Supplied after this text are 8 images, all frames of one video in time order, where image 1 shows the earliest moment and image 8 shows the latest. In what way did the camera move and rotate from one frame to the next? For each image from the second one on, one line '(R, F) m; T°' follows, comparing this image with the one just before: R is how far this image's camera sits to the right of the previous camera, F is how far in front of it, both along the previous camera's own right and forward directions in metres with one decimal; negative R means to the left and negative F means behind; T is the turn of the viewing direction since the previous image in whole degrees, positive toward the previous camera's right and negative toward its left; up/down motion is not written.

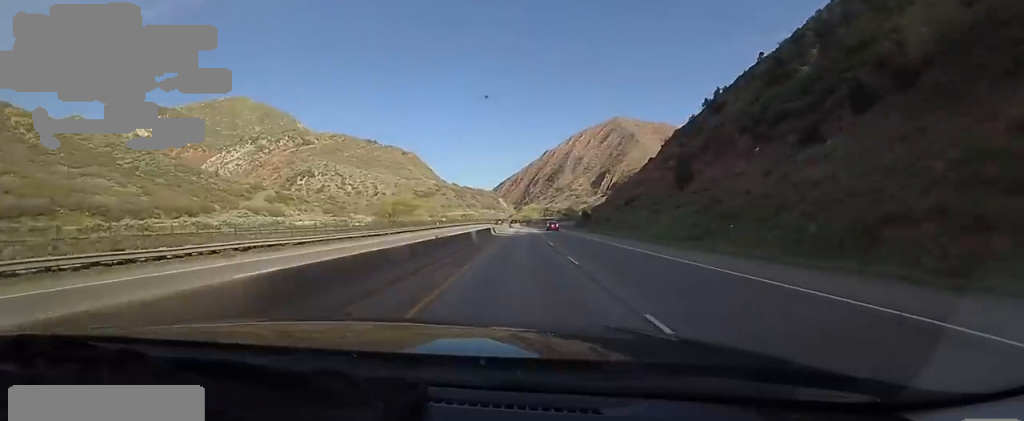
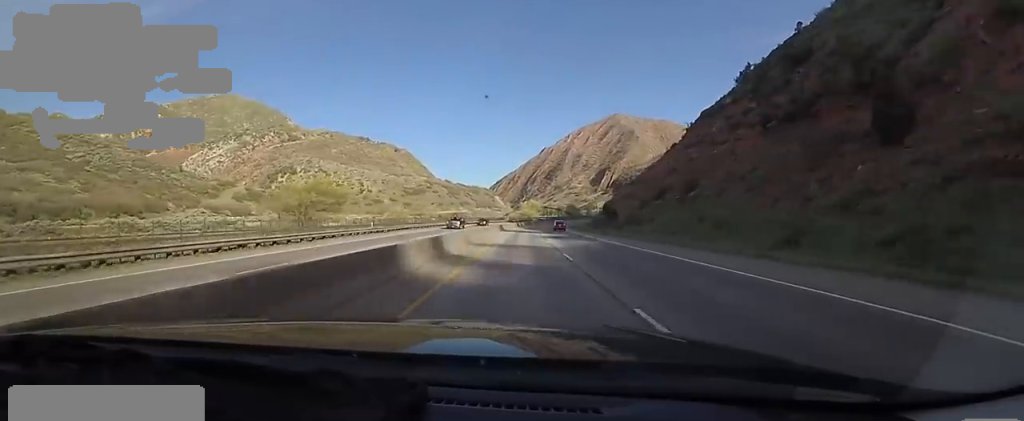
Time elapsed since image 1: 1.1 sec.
(-0.2, +35.3) m; +1°
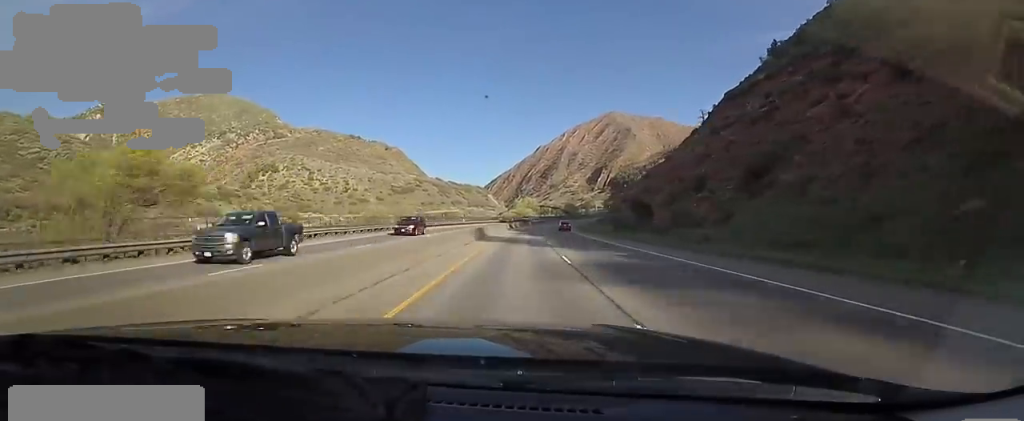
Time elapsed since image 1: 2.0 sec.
(+0.5, +26.1) m; +1°
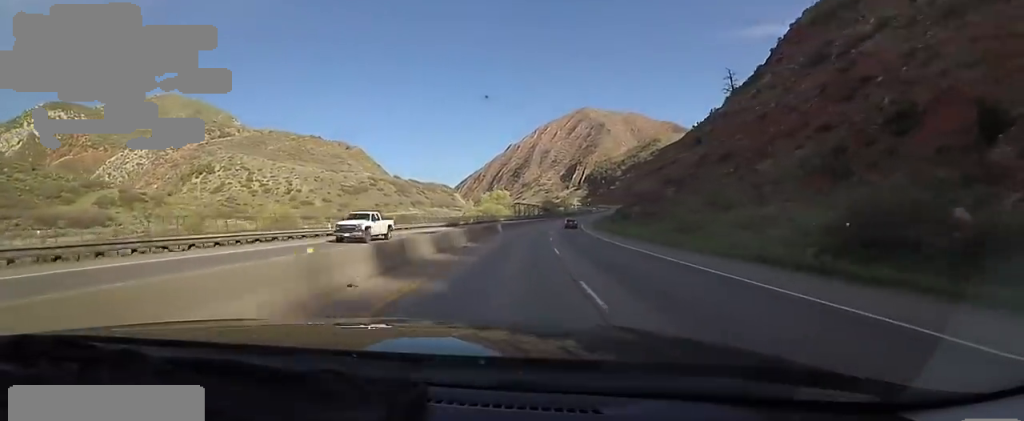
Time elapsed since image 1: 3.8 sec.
(+1.0, +55.8) m; +3°
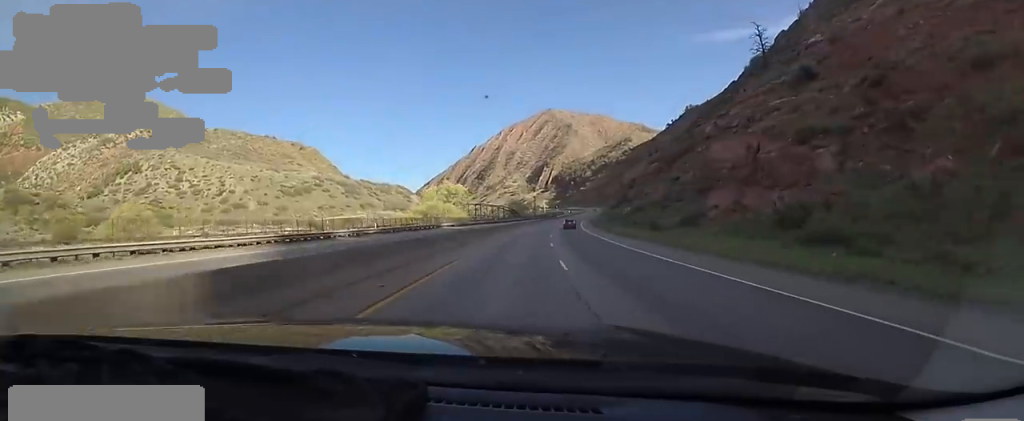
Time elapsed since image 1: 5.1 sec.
(+1.1, +42.4) m; +4°
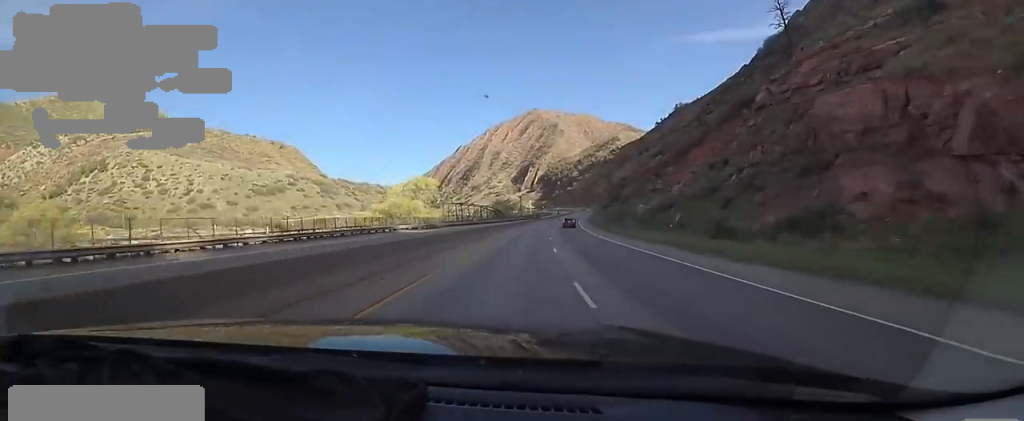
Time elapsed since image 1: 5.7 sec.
(+0.6, +17.7) m; +2°
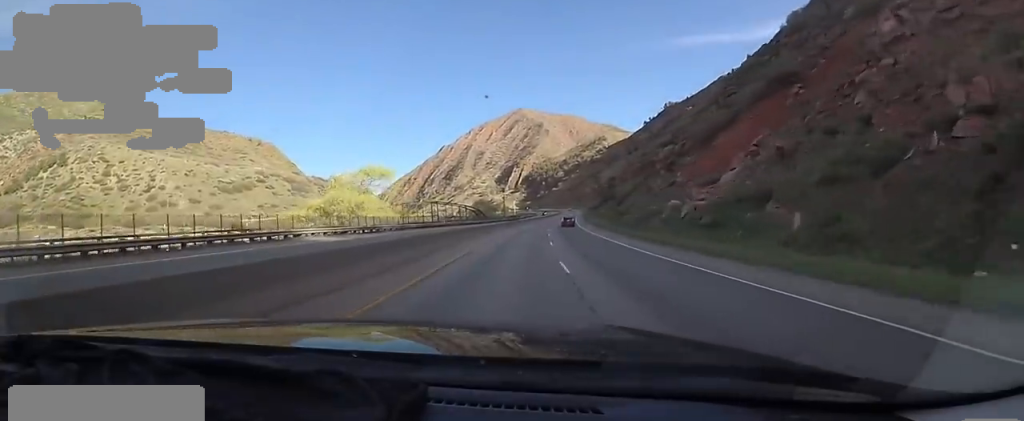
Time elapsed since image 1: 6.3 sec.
(+0.3, +19.8) m; +2°
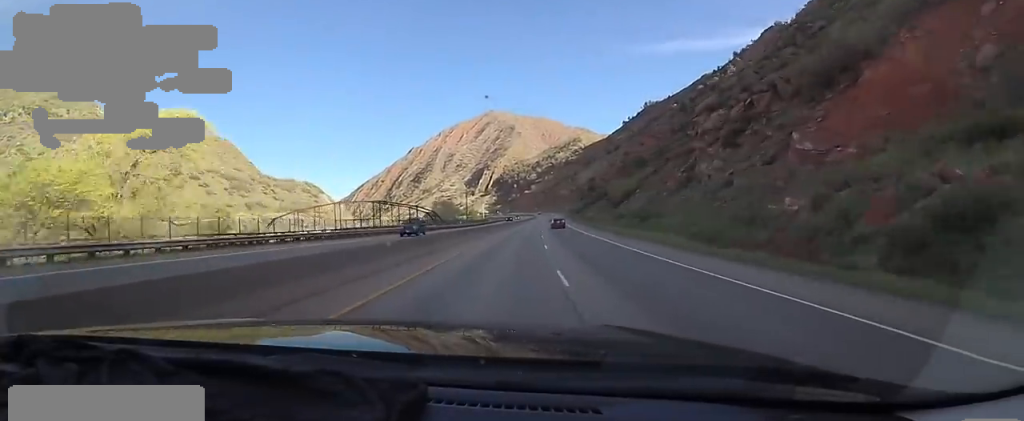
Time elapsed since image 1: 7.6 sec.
(+1.5, +38.6) m; +3°
